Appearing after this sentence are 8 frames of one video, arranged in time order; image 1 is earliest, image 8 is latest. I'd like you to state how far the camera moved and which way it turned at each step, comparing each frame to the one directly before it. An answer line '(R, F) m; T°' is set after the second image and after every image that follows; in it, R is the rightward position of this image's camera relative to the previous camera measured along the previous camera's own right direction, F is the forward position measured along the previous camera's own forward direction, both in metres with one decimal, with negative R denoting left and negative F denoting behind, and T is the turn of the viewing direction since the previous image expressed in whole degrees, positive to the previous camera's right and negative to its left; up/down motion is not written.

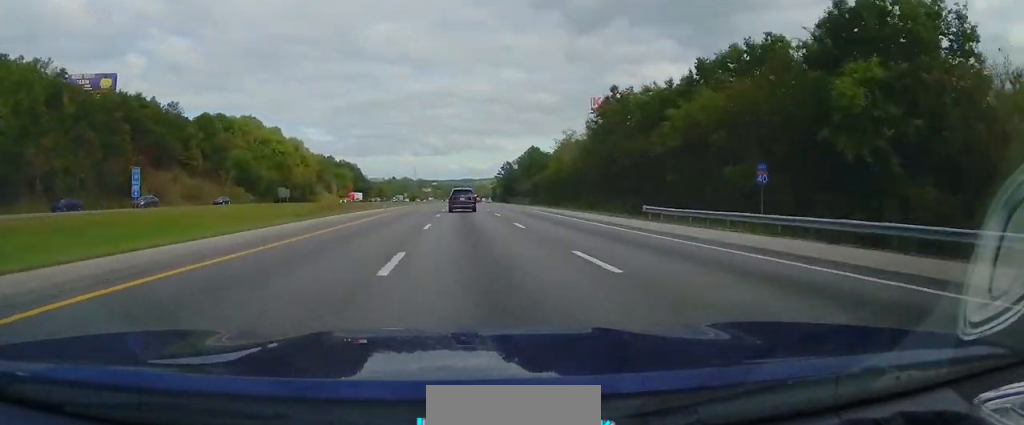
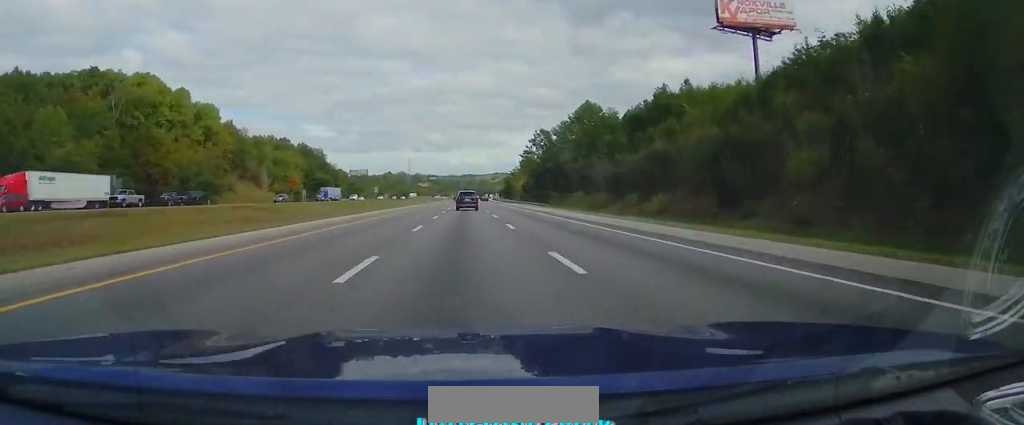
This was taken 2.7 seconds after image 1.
(+0.7, +97.1) m; +1°
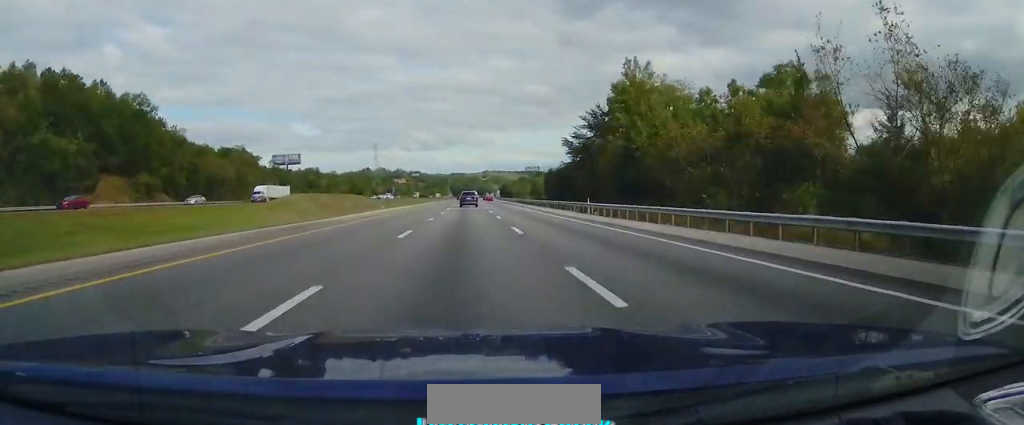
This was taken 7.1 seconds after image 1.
(+1.0, +159.2) m; +1°
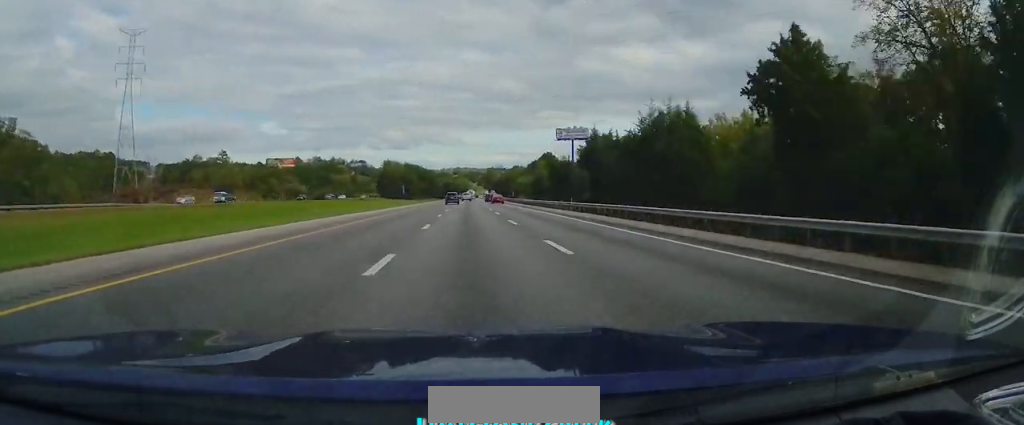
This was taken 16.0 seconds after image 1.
(+7.1, +319.4) m; +3°
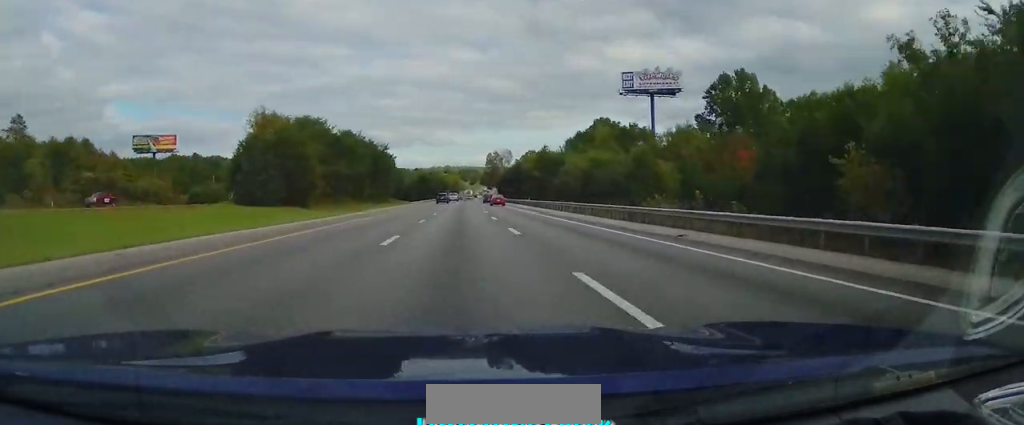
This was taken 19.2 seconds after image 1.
(+1.3, +114.2) m; +1°
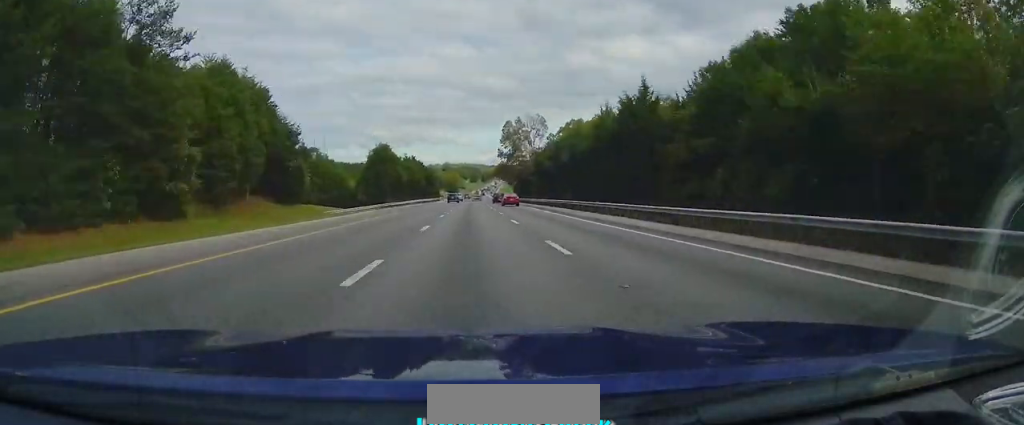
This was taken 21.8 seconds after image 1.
(+0.3, +89.9) m; +1°
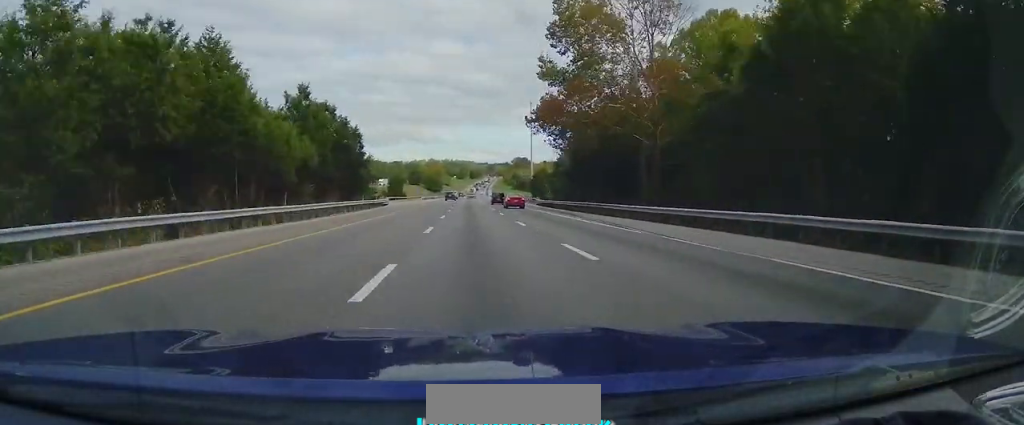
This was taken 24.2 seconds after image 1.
(+0.6, +84.5) m; +1°
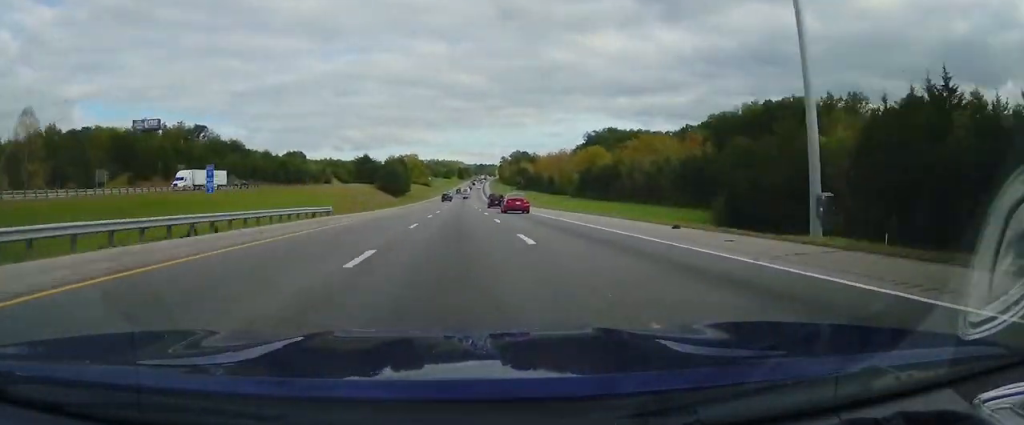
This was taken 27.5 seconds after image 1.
(+1.2, +116.9) m; +1°
